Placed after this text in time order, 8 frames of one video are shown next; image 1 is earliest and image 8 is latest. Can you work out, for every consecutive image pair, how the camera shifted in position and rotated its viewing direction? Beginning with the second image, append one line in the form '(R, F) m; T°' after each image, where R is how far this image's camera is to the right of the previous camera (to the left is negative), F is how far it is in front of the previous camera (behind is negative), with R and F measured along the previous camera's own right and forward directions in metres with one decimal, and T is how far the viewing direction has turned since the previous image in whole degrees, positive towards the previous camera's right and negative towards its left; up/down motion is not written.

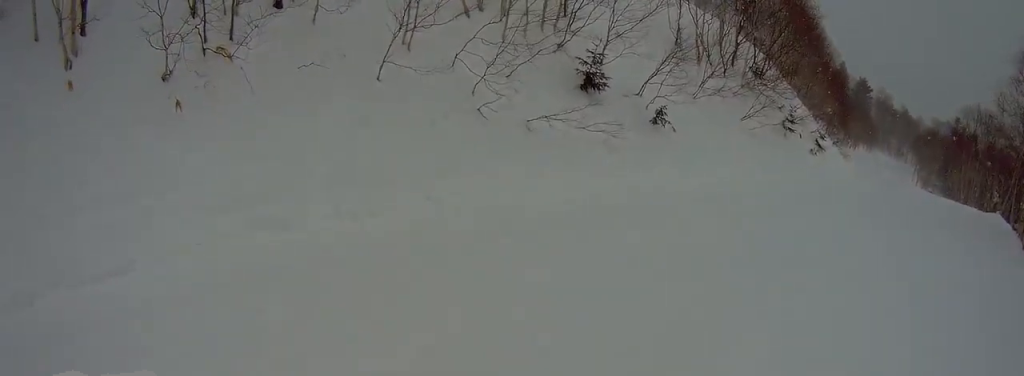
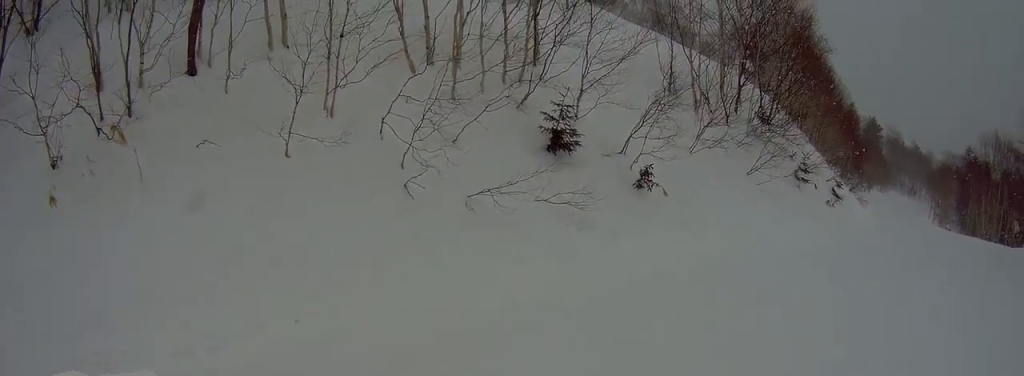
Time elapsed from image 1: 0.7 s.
(-0.2, +2.8) m; +9°
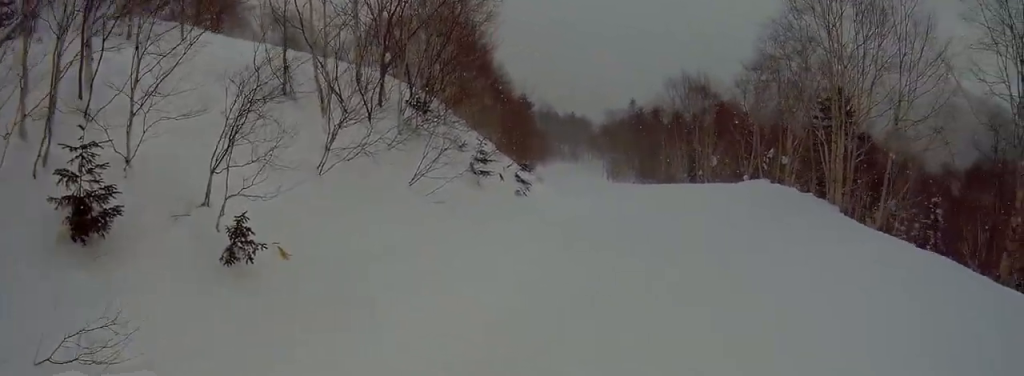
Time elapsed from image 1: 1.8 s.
(+1.1, +5.2) m; +6°
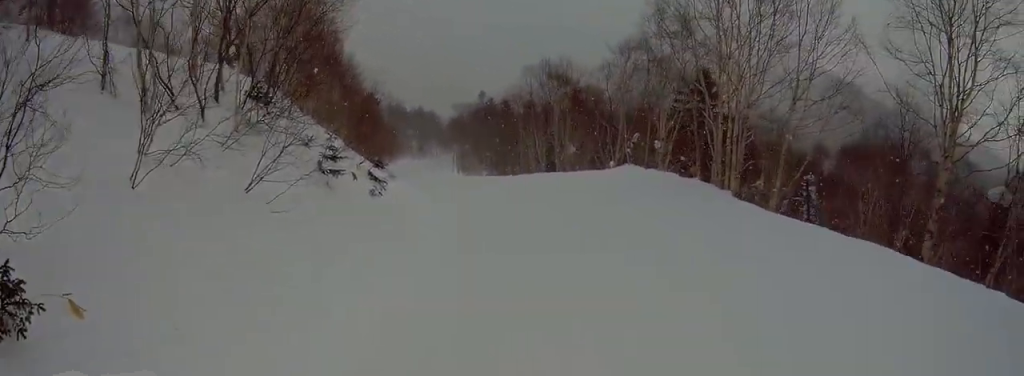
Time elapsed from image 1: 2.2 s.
(-0.5, +1.9) m; 0°
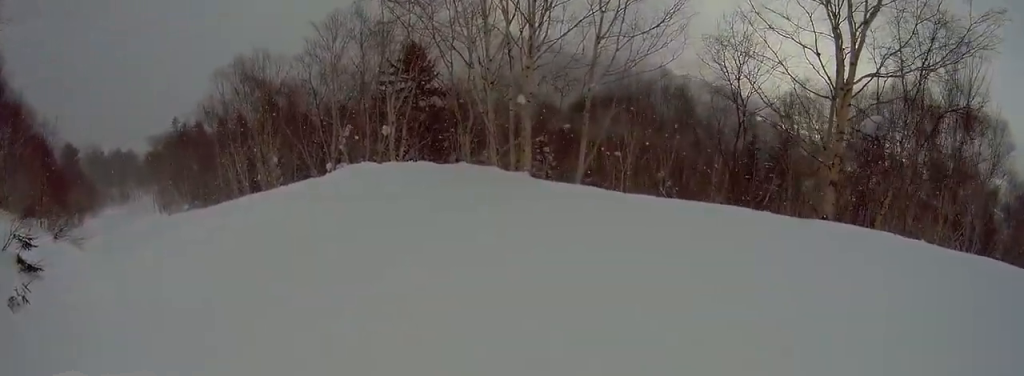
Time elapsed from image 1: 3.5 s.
(+1.0, +5.3) m; +18°
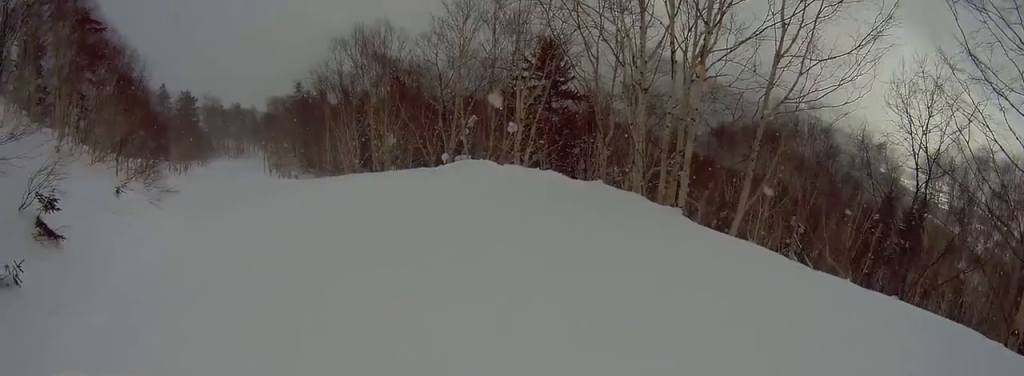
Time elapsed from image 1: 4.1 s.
(0.0, +2.5) m; 0°
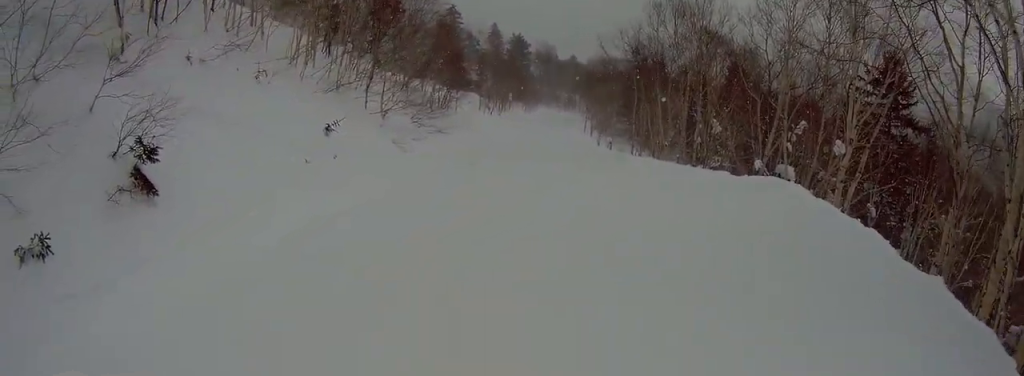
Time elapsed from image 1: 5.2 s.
(0.0, +3.6) m; -30°
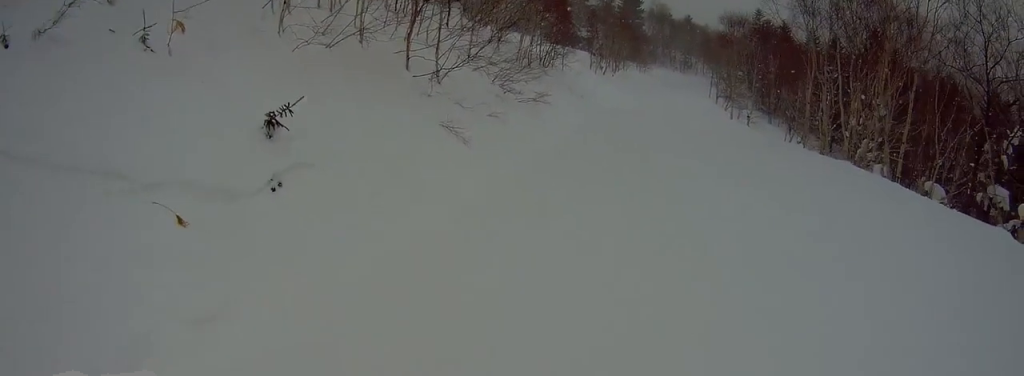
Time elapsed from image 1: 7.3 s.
(-1.2, +4.7) m; +2°
